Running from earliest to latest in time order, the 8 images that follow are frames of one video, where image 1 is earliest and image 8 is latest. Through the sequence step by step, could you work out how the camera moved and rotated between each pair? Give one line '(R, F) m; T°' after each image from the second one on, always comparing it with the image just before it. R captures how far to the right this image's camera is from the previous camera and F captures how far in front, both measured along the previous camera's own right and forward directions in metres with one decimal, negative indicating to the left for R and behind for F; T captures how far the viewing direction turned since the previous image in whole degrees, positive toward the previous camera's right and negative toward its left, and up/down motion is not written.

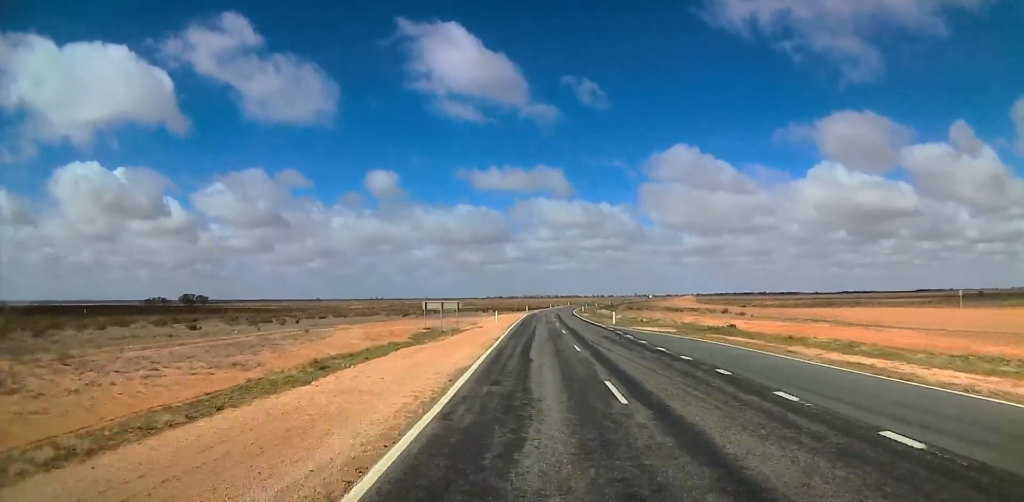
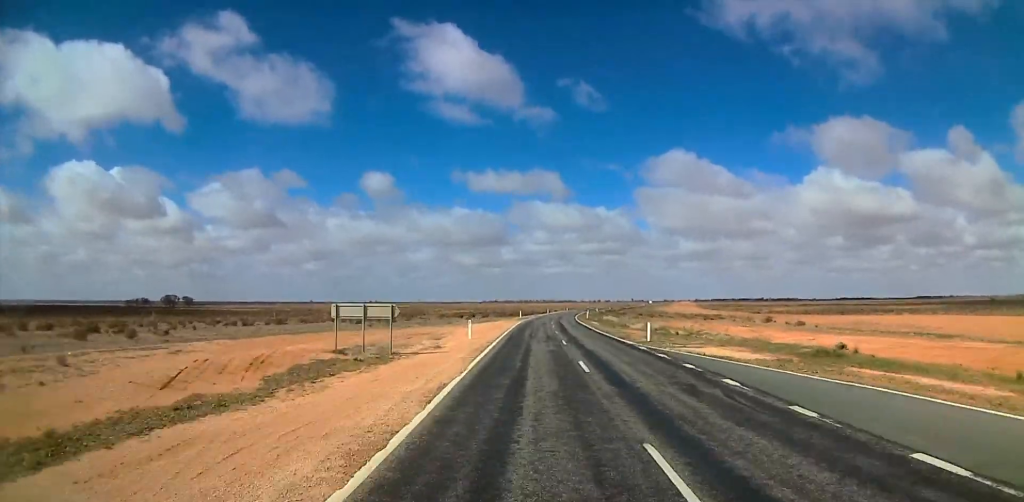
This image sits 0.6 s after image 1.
(+0.1, +17.9) m; 0°
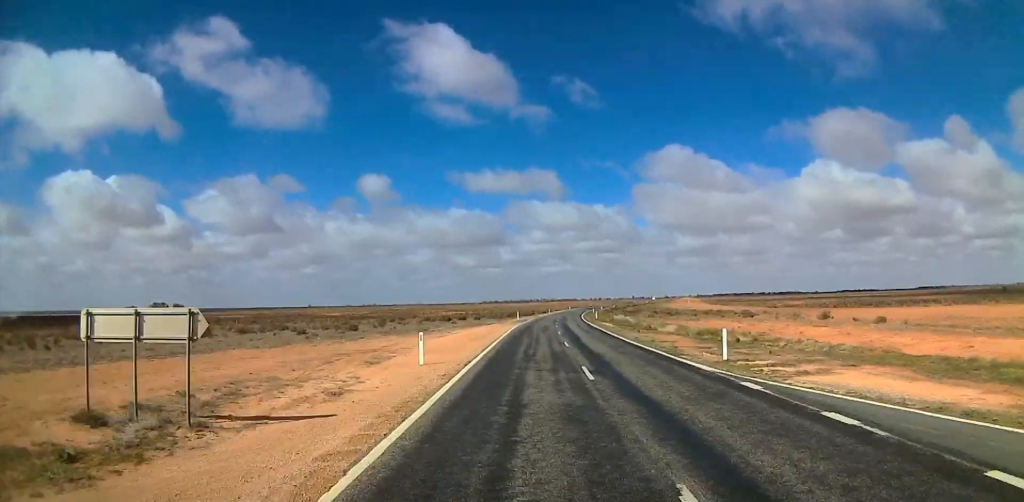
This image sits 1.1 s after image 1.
(-0.5, +14.2) m; -1°
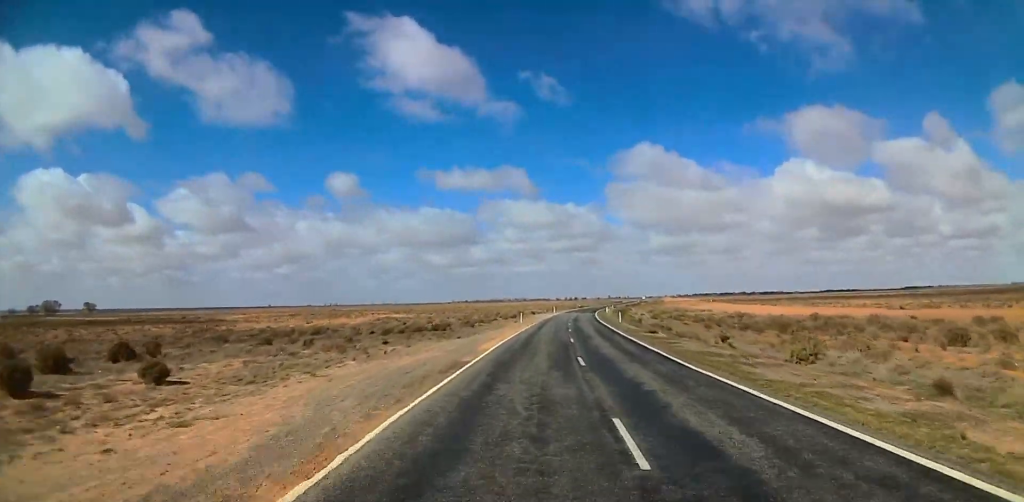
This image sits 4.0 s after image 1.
(+0.5, +79.5) m; +2°
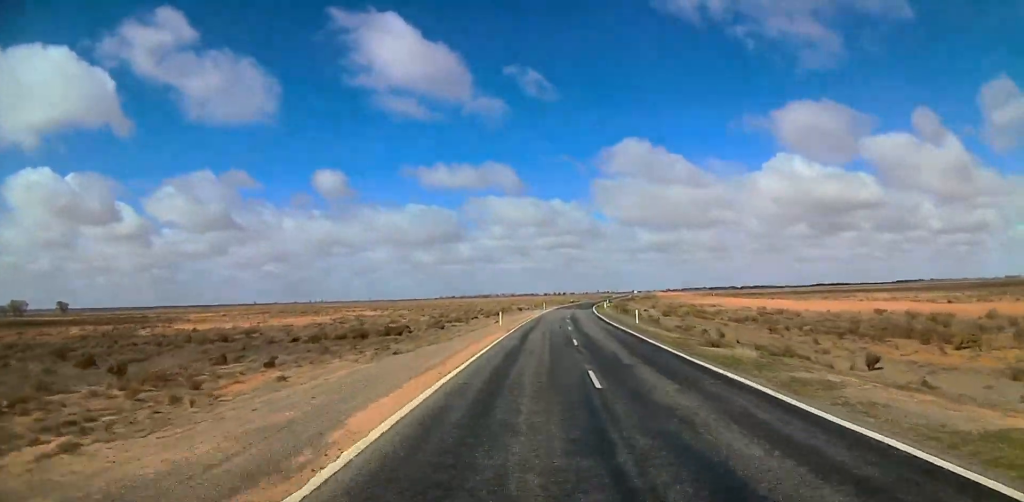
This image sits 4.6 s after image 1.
(+0.2, +17.7) m; +1°
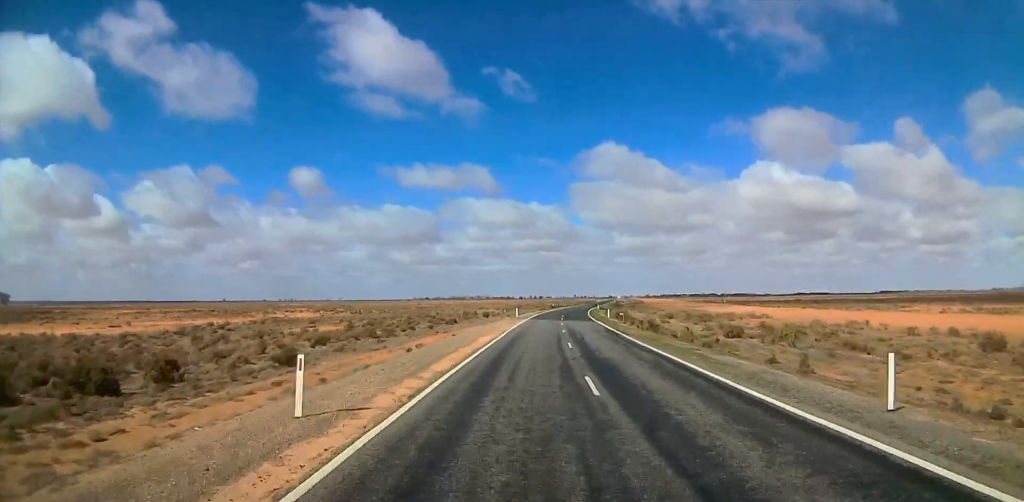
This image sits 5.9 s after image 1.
(+0.7, +36.5) m; +2°
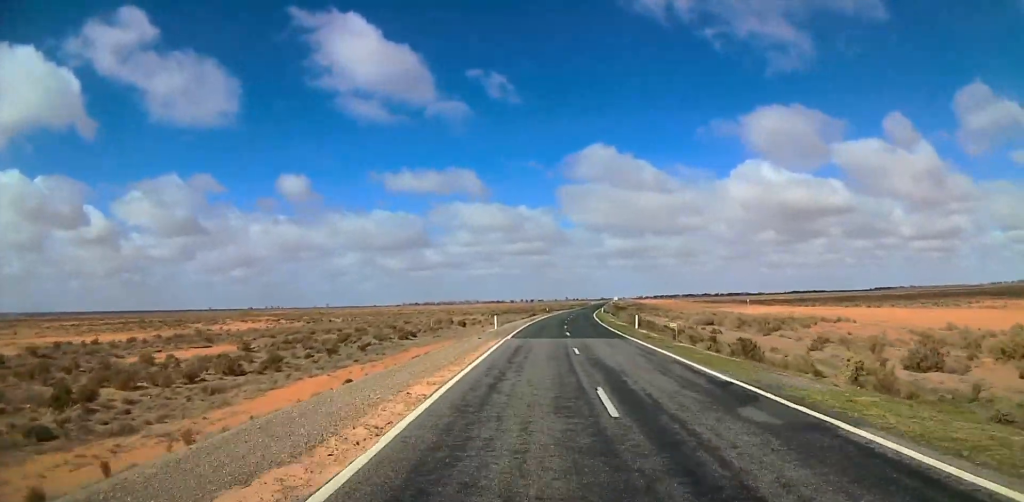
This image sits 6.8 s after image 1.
(+0.3, +25.5) m; +1°
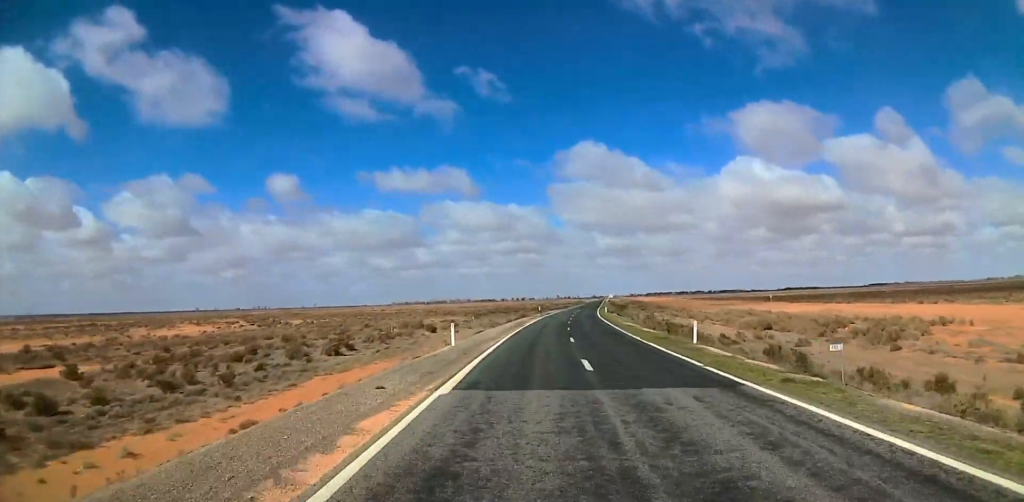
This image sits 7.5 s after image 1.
(0.0, +19.9) m; 0°
